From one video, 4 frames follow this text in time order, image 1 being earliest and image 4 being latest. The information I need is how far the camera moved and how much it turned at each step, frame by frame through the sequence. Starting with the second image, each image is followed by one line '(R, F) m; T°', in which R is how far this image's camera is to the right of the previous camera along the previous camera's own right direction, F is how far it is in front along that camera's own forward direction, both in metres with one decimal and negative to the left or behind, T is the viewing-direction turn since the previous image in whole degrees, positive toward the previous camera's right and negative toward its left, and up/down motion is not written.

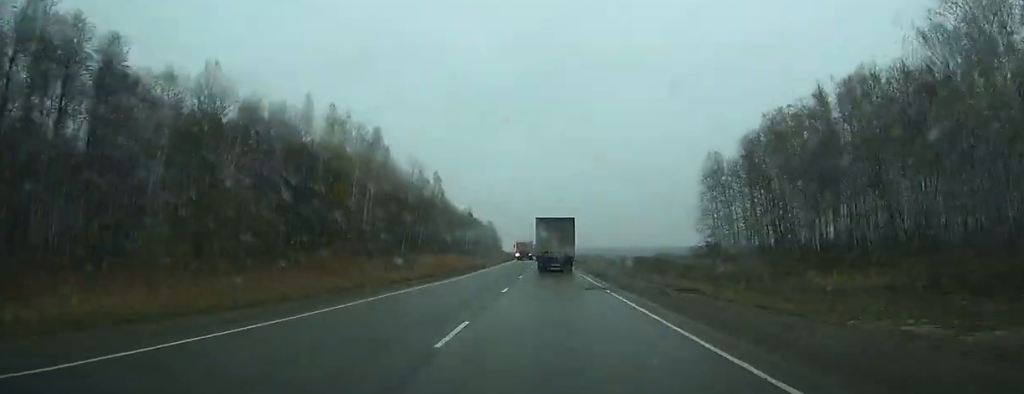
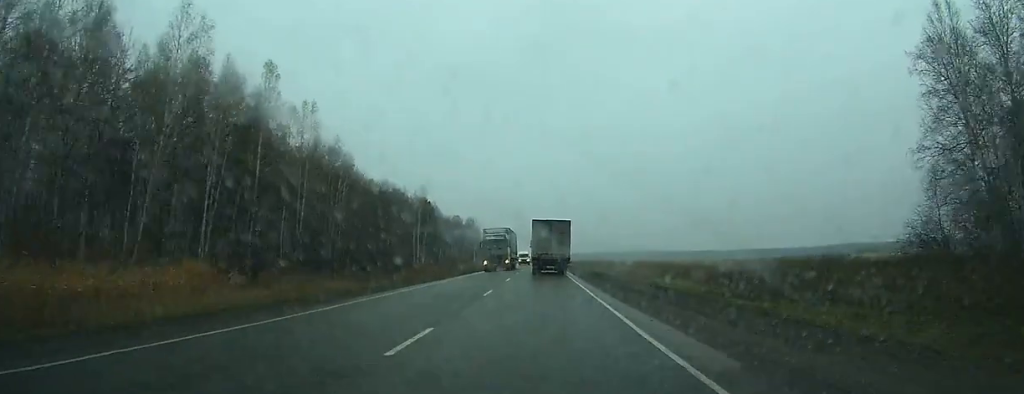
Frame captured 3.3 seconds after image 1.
(+0.2, +72.0) m; 0°
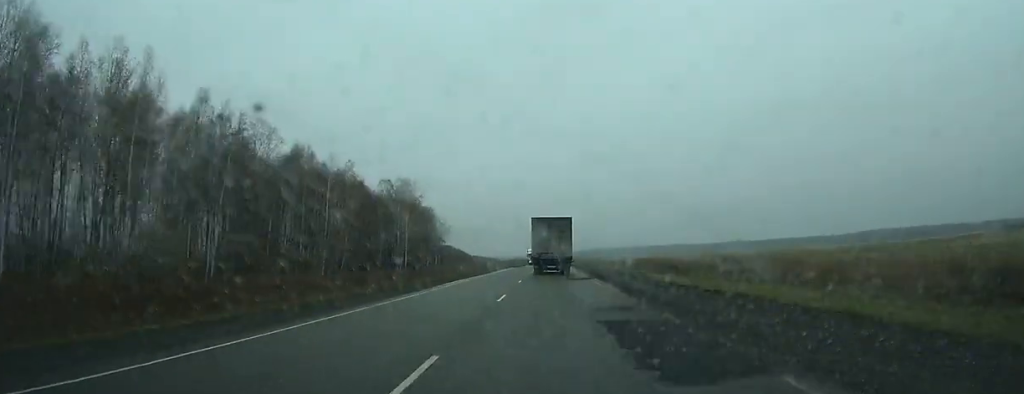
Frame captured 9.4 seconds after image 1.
(-1.6, +134.0) m; -1°
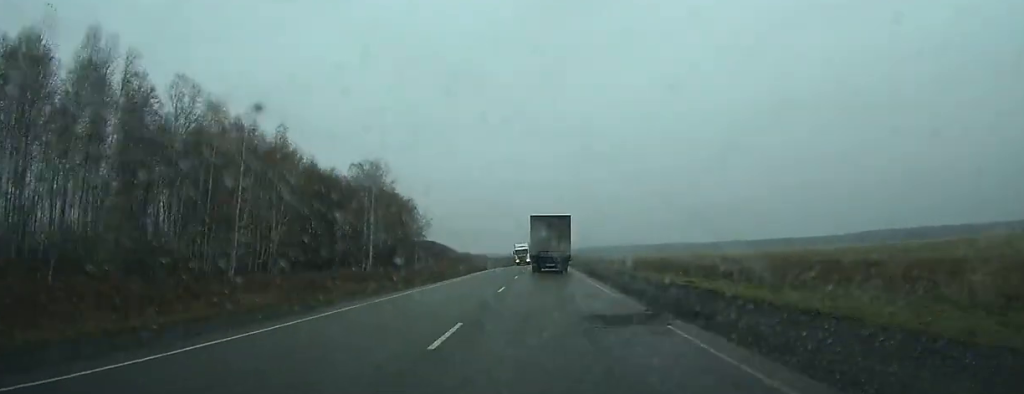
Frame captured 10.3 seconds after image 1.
(0.0, +20.9) m; 0°
